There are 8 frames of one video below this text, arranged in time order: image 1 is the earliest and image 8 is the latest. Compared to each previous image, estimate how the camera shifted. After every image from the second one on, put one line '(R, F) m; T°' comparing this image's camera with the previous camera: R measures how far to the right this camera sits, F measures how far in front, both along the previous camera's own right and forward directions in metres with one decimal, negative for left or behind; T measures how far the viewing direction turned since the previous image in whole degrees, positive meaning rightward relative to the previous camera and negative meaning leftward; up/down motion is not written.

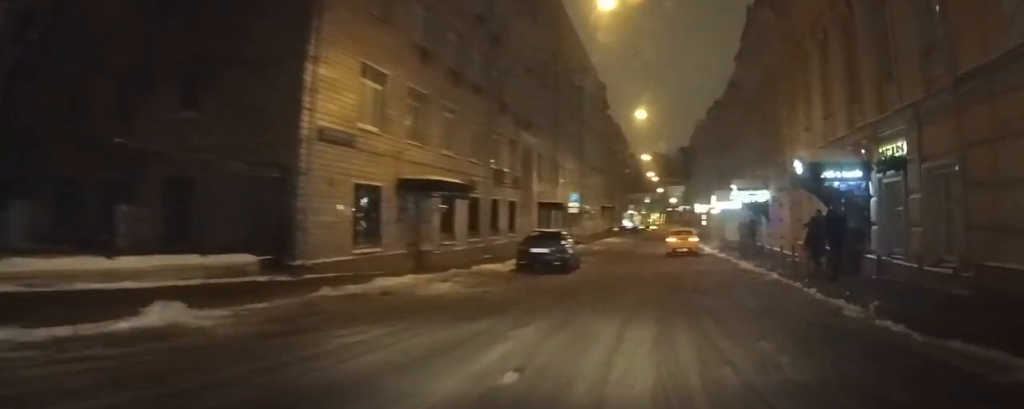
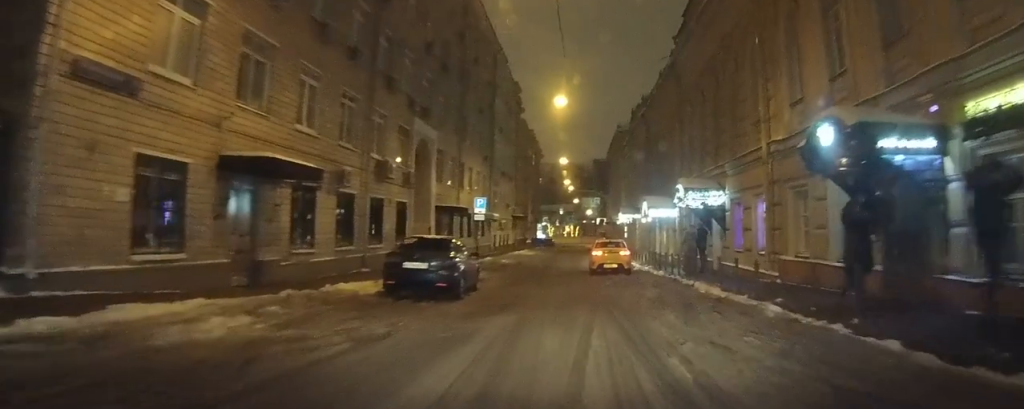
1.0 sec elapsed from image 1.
(+0.1, +6.3) m; +1°
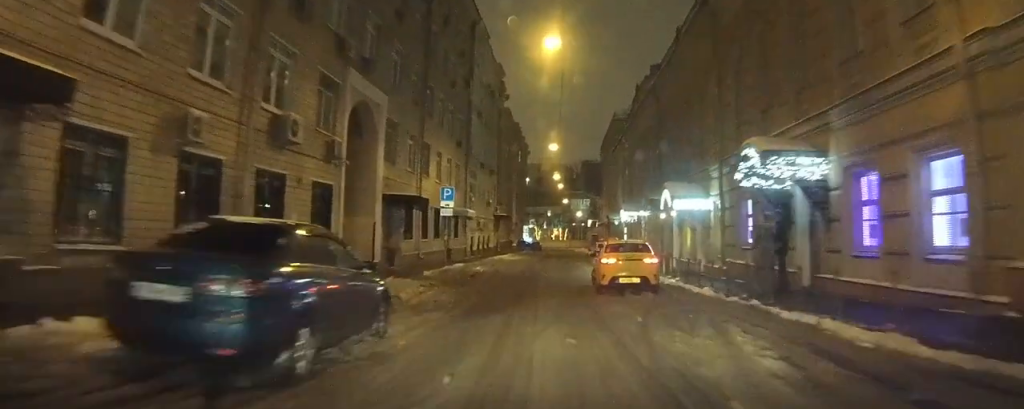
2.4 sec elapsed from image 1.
(+0.1, +9.2) m; +4°
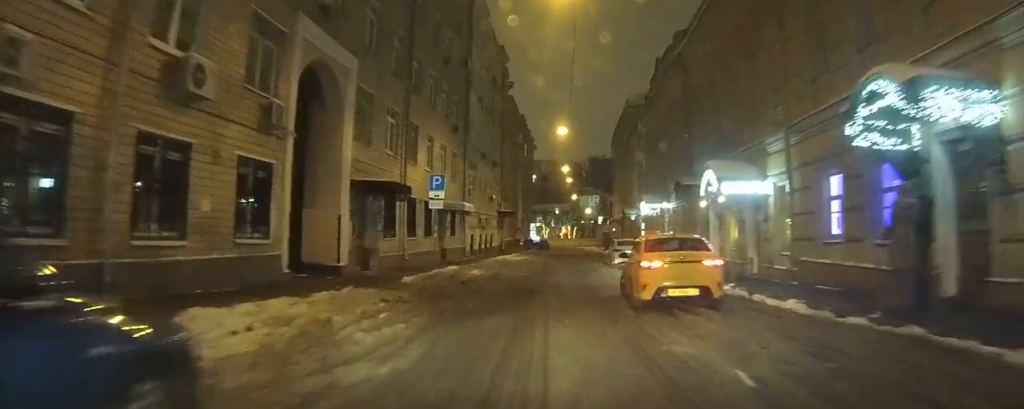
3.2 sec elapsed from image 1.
(+0.2, +5.7) m; +3°
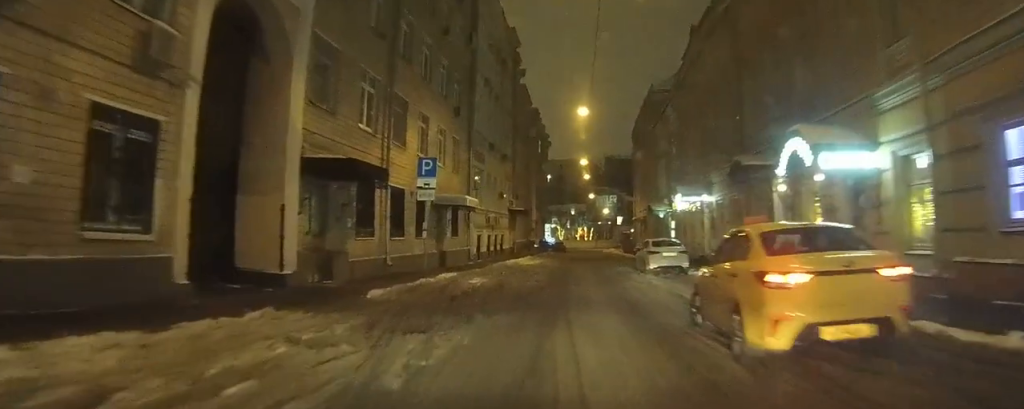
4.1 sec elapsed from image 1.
(+0.1, +6.3) m; -3°
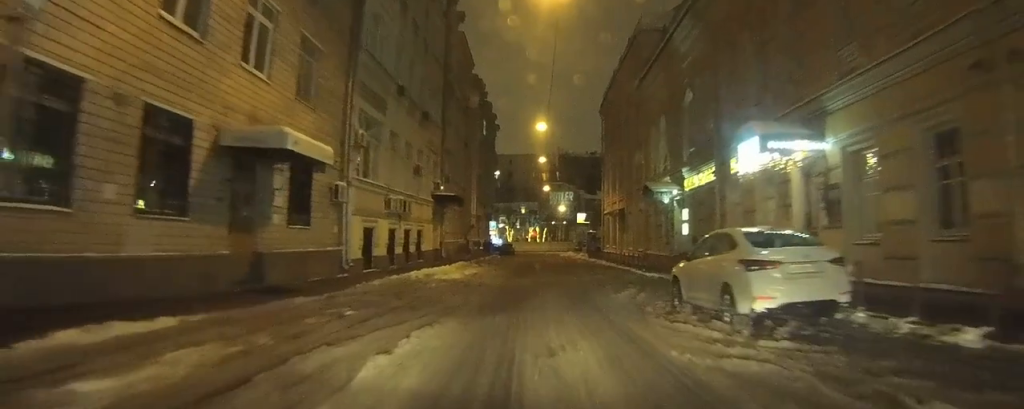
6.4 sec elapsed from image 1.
(-0.5, +18.6) m; +3°
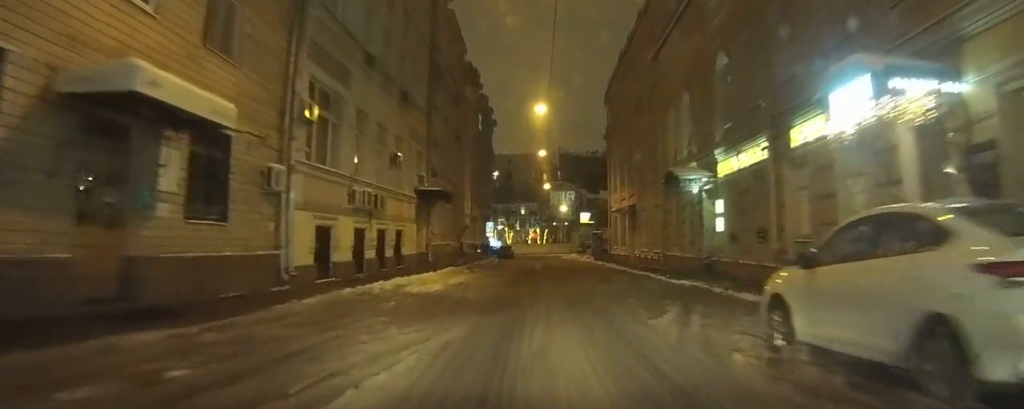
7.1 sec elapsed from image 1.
(+0.1, +5.7) m; +1°
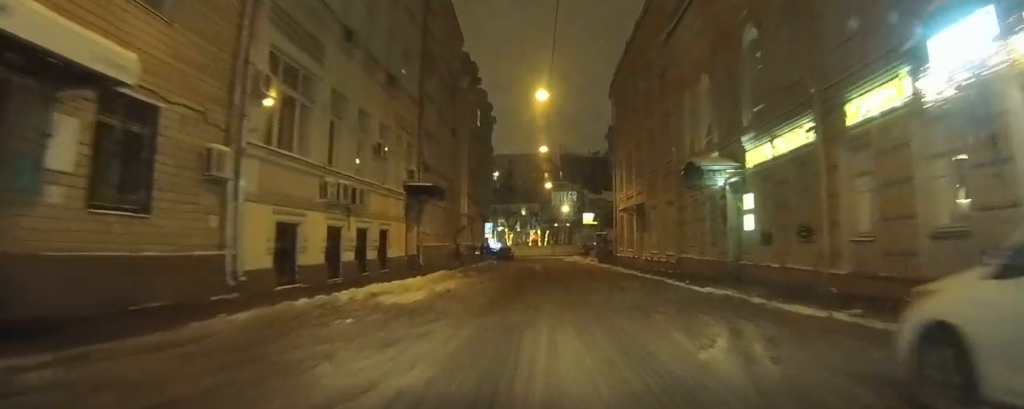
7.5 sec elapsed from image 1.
(0.0, +3.3) m; 0°
